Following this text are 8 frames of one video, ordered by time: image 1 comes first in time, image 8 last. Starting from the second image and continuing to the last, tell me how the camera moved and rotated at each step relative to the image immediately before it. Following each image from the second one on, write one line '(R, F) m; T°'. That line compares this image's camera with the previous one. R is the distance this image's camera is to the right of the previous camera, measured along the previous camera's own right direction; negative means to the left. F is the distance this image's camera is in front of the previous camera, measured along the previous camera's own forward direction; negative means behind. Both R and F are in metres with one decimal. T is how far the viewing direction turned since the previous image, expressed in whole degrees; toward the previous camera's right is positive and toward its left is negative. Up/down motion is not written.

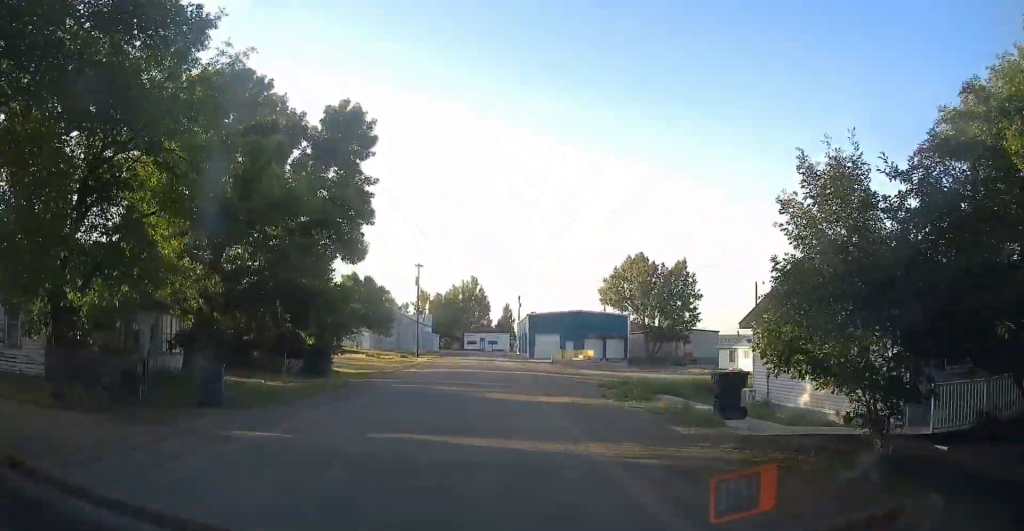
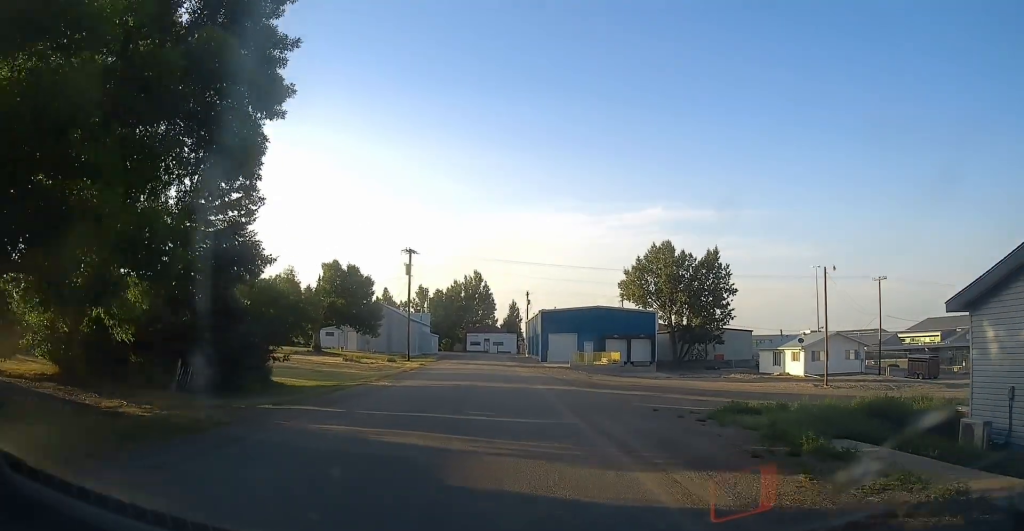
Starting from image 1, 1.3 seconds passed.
(0.0, +11.8) m; +1°
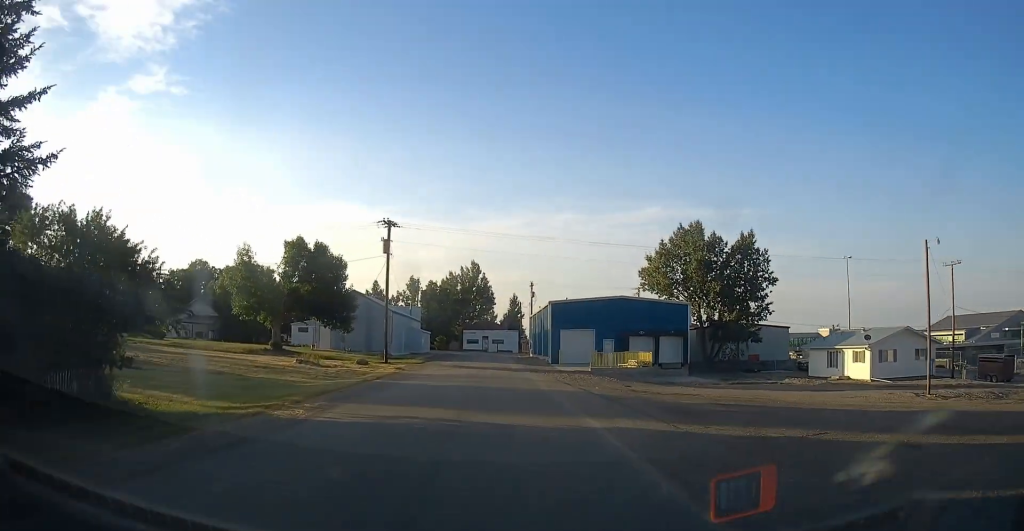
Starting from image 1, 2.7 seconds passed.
(+0.5, +12.2) m; +3°
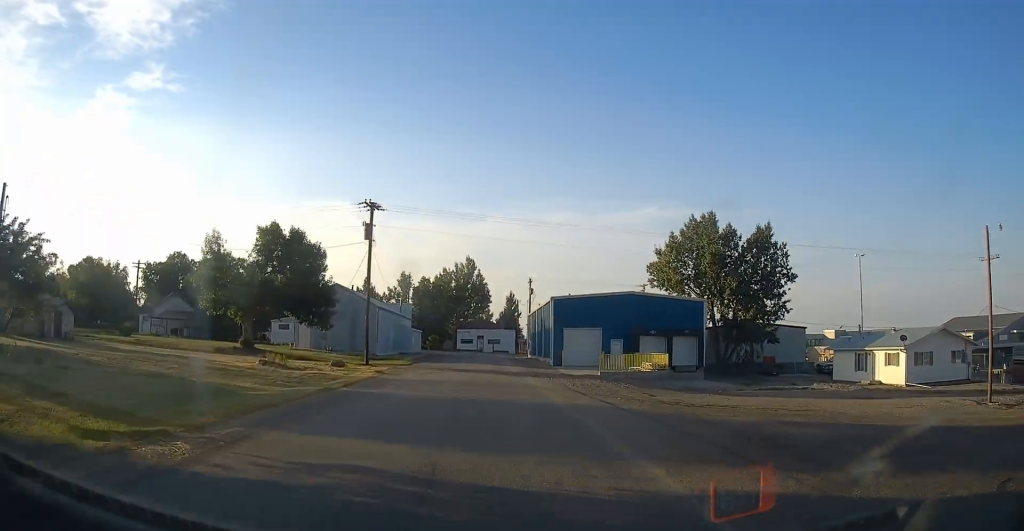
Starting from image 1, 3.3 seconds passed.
(+0.1, +5.7) m; -1°
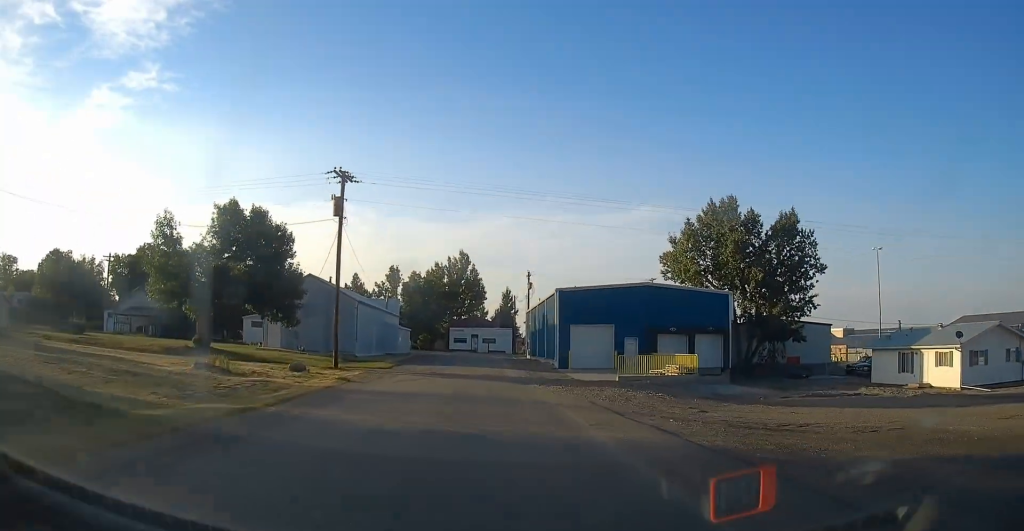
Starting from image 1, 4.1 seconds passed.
(-0.3, +7.3) m; -3°
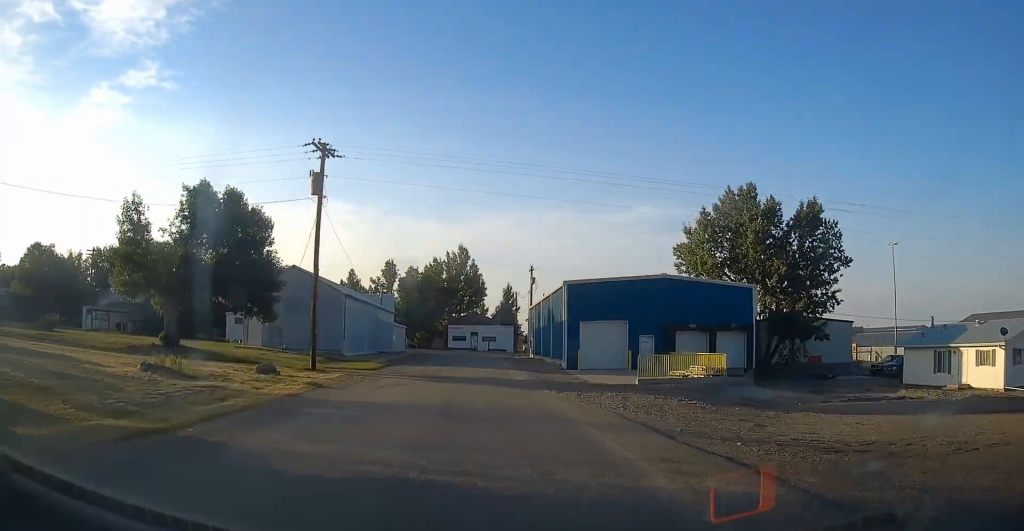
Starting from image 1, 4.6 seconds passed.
(0.0, +4.5) m; 0°
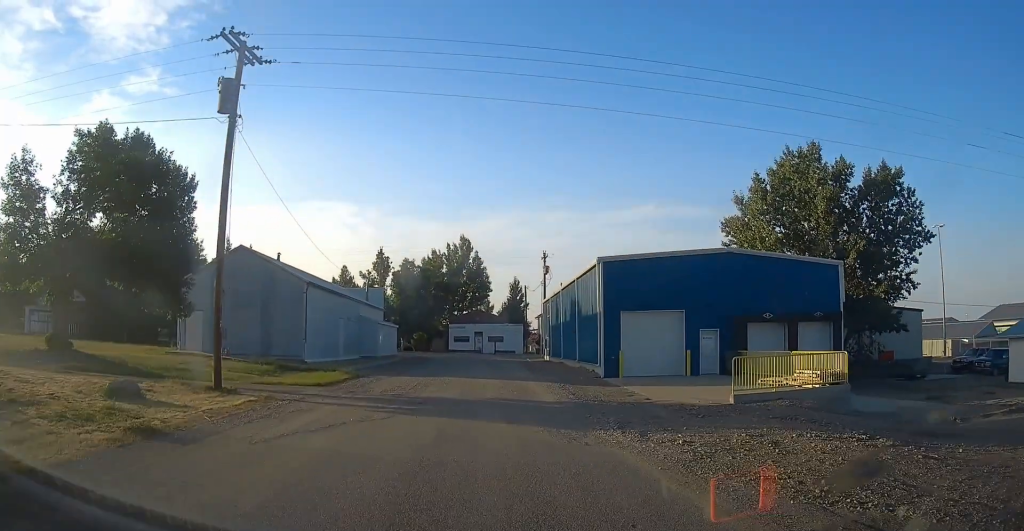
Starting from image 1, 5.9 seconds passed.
(0.0, +11.3) m; 0°
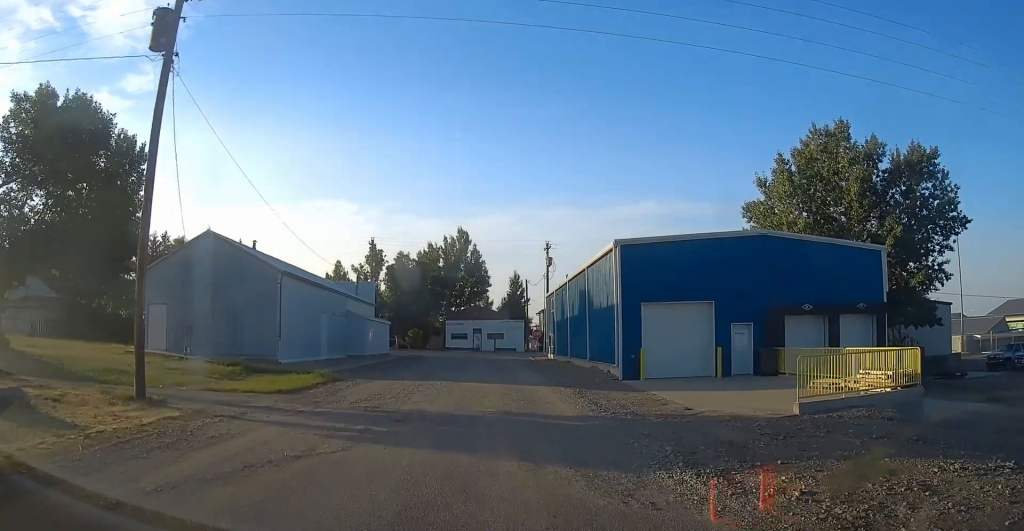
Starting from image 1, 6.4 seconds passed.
(0.0, +4.4) m; 0°
